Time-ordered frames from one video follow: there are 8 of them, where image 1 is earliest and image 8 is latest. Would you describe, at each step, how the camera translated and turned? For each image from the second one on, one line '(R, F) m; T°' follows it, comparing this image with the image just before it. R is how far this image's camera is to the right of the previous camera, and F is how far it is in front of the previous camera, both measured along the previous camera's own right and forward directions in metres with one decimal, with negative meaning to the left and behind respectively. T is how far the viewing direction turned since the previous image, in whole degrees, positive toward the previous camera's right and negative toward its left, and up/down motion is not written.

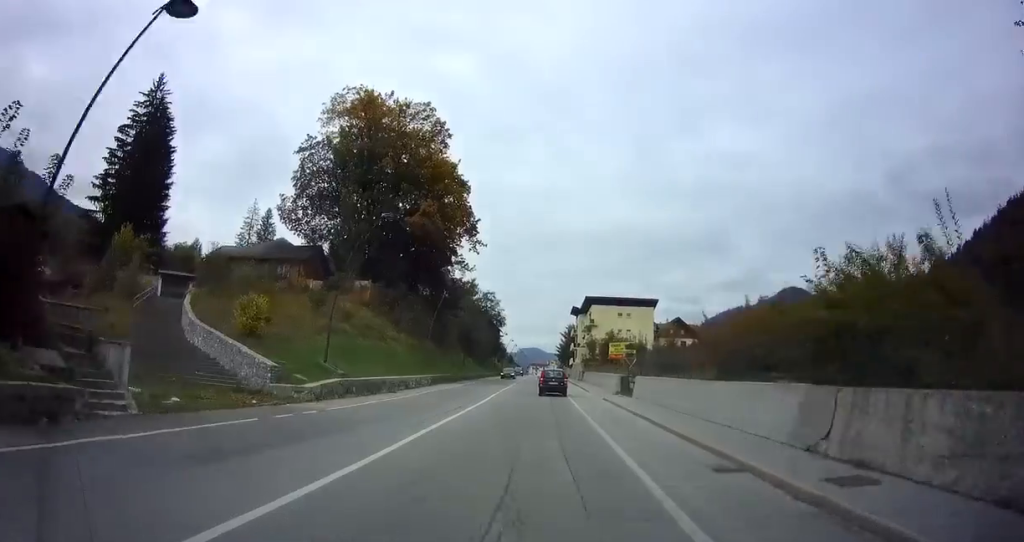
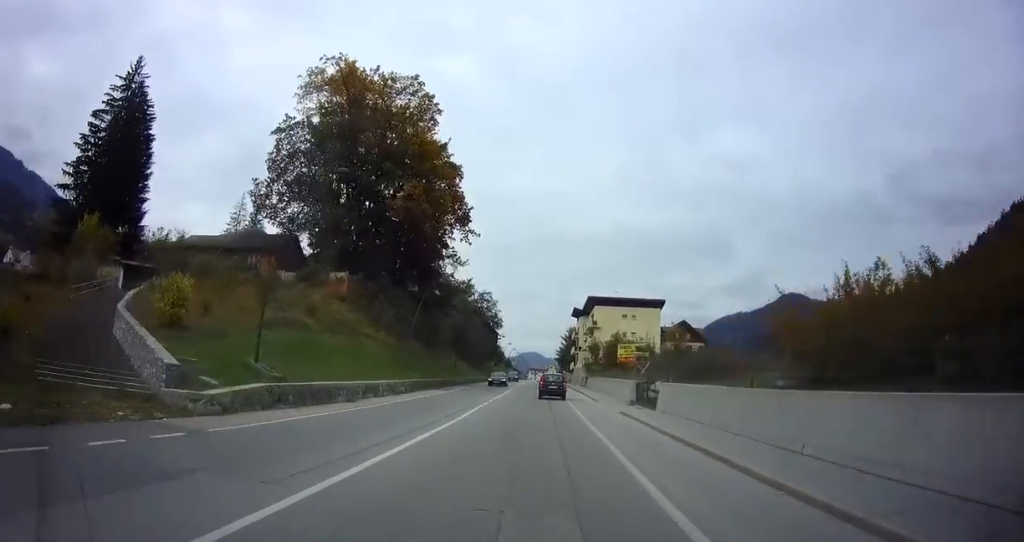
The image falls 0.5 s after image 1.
(-0.3, +6.2) m; +1°
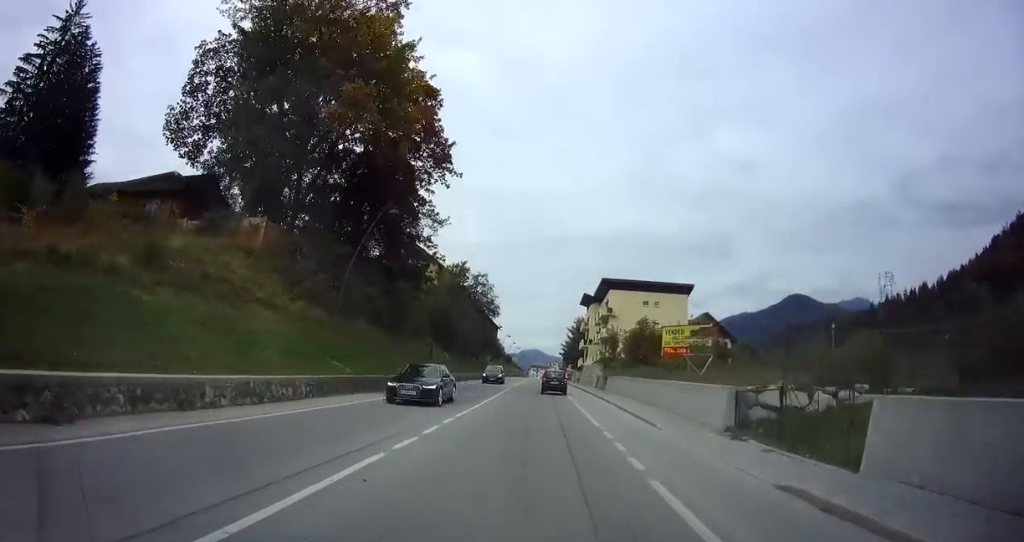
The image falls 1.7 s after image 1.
(+0.7, +15.6) m; 0°
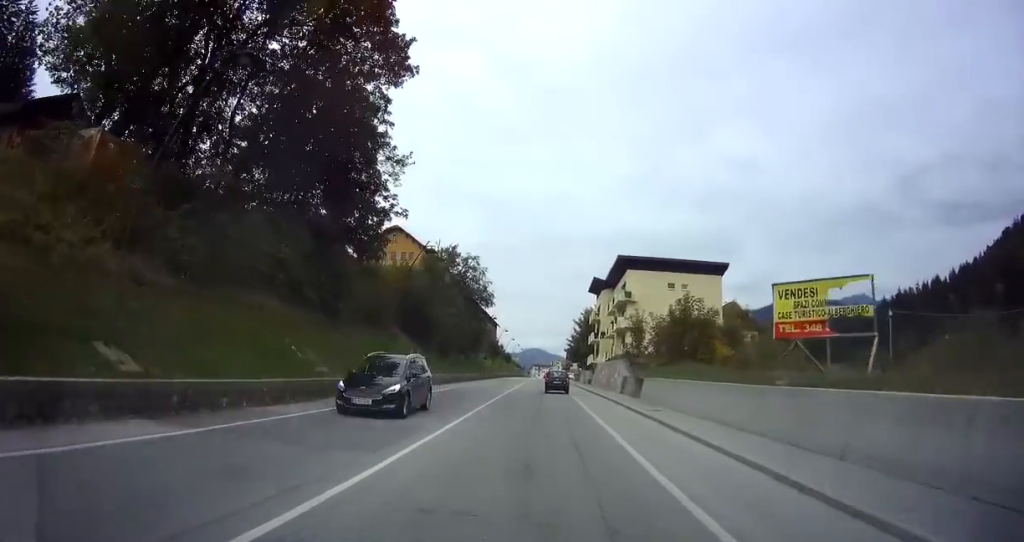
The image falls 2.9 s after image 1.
(-0.7, +14.4) m; -1°
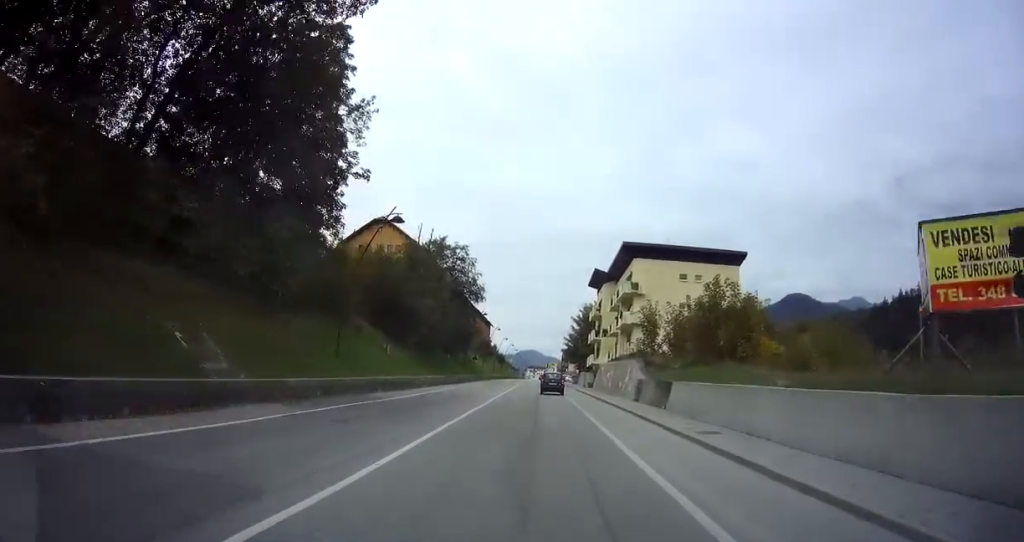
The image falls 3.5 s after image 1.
(+0.2, +7.6) m; +1°
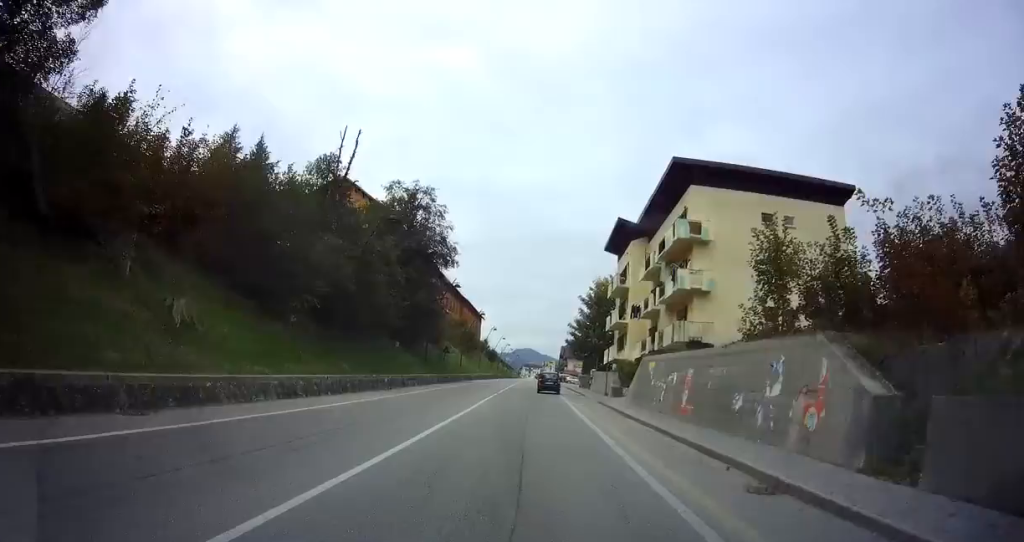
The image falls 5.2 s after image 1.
(+0.1, +21.7) m; +1°
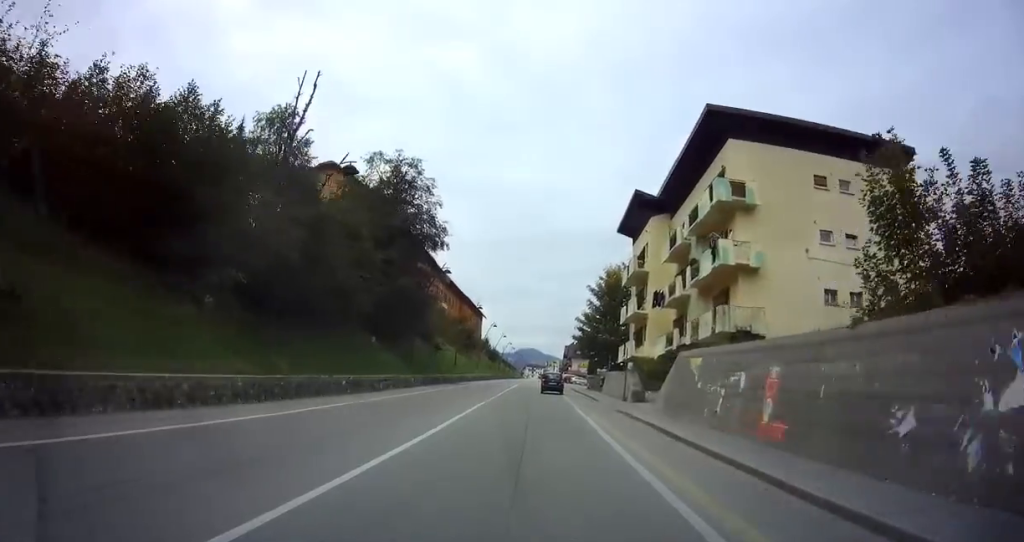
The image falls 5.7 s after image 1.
(0.0, +6.9) m; +1°
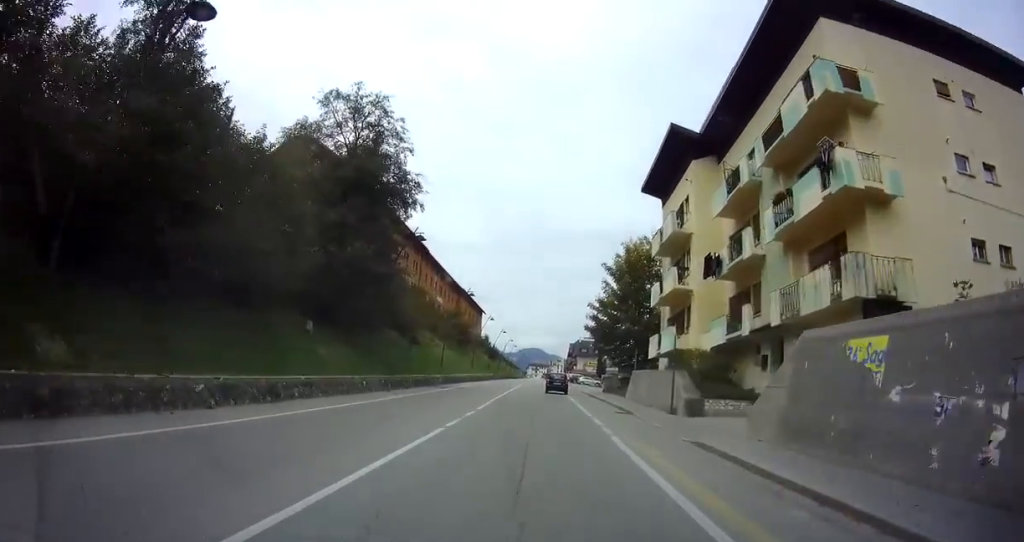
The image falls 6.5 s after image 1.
(+0.3, +10.5) m; 0°
